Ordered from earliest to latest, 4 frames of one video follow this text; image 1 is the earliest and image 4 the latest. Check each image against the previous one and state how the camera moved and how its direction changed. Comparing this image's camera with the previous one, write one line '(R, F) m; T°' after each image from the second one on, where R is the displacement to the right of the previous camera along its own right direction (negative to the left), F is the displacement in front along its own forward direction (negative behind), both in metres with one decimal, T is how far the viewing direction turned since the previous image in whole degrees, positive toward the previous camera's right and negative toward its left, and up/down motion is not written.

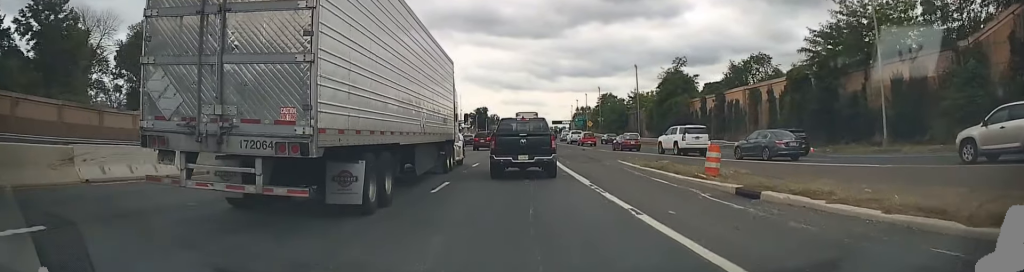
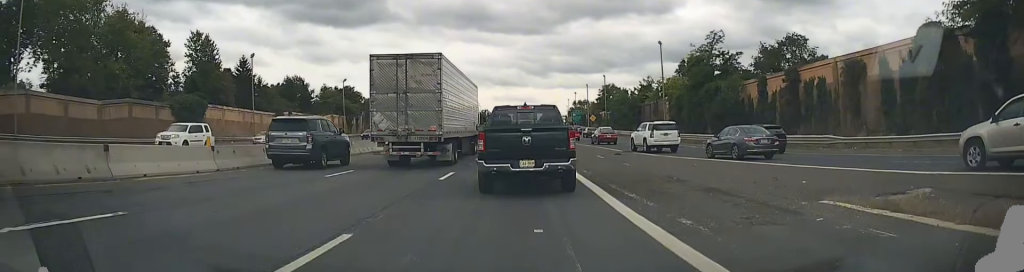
(+0.6, +22.4) m; +2°
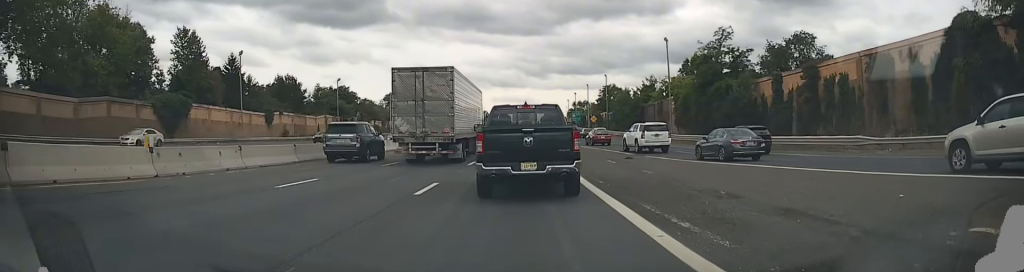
(0.0, +3.7) m; -2°
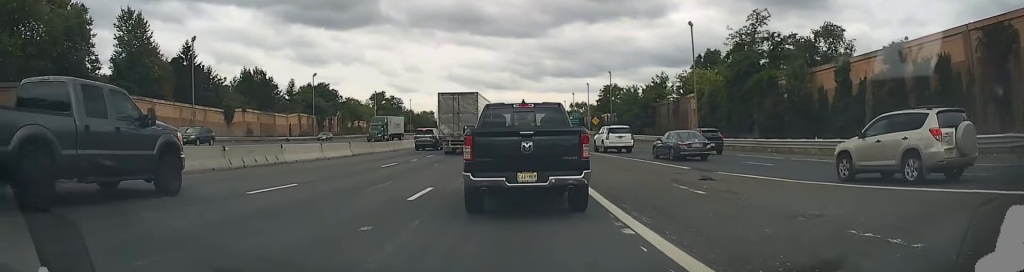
(-0.1, +13.0) m; +3°
